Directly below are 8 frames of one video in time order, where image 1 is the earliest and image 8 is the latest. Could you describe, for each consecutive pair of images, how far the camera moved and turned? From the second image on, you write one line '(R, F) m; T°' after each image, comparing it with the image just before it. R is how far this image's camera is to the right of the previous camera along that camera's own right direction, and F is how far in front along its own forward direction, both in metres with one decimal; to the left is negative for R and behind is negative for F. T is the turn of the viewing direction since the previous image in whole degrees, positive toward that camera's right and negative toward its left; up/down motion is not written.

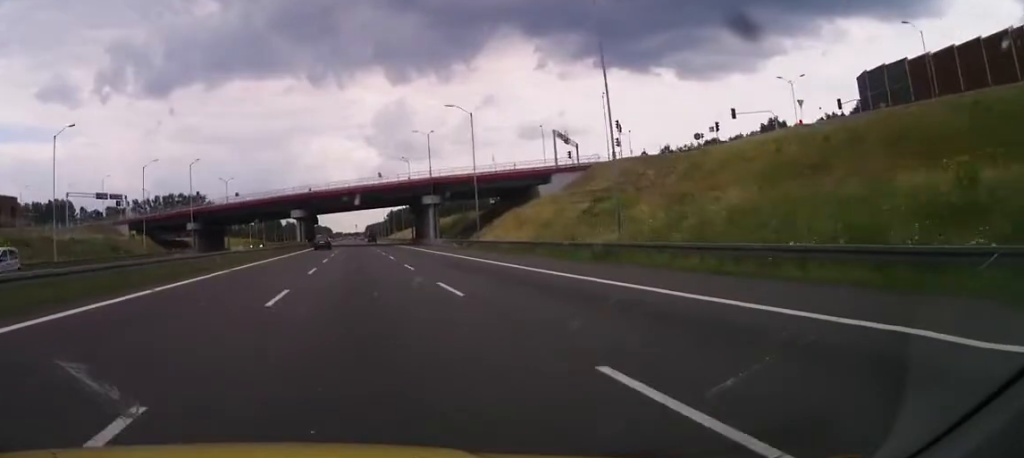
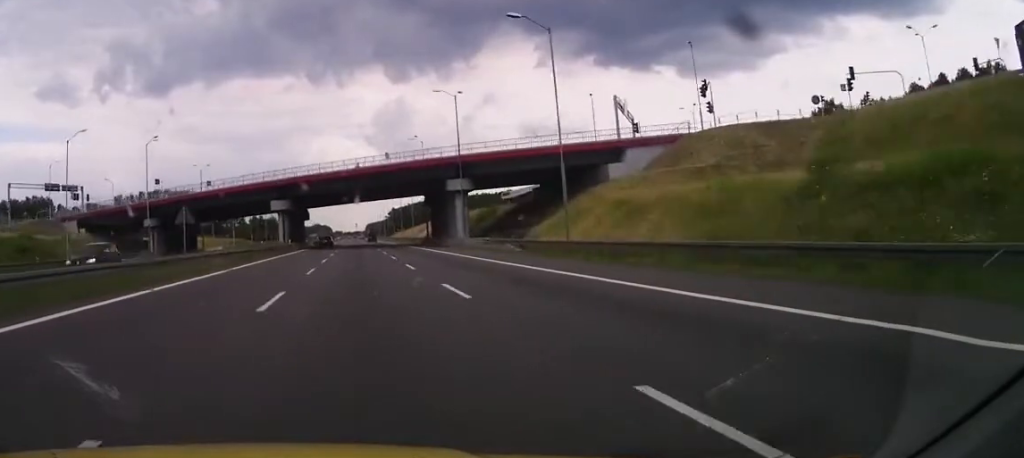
(-0.2, +25.0) m; 0°
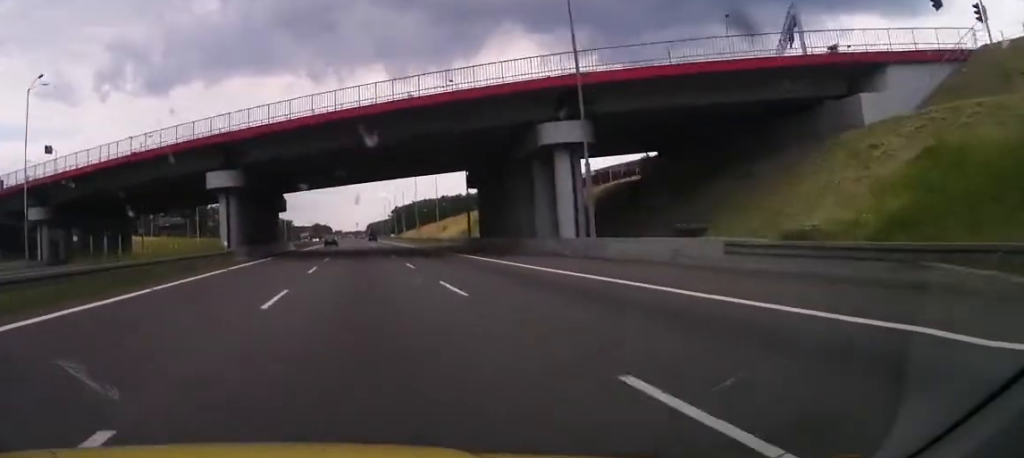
(+0.2, +35.7) m; 0°
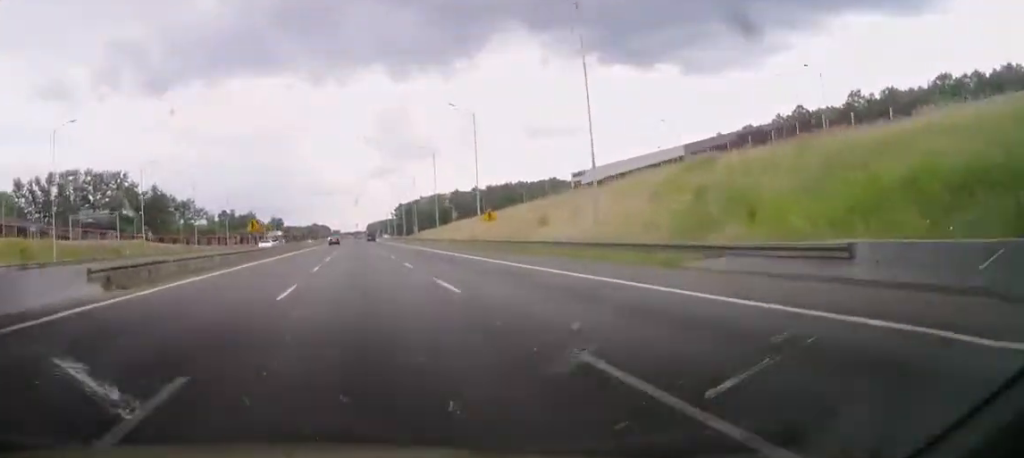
(+0.4, +58.4) m; 0°
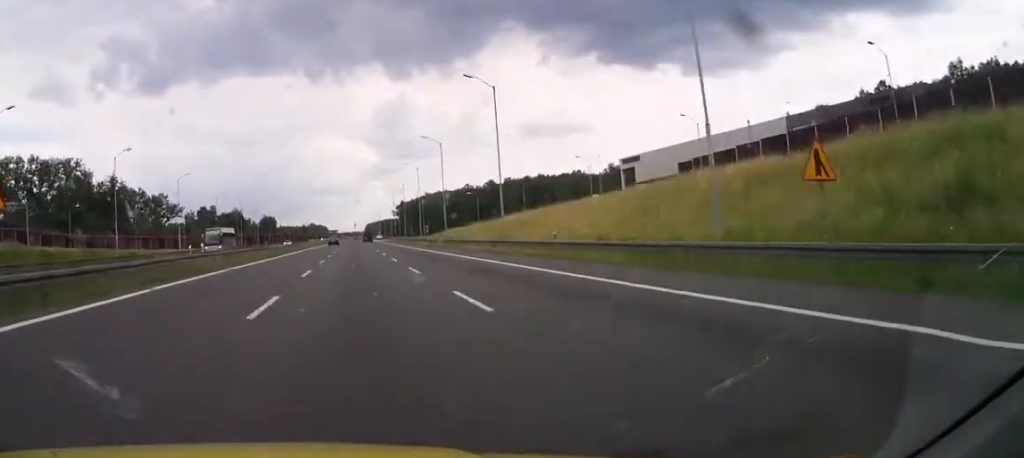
(-0.5, +39.5) m; -1°
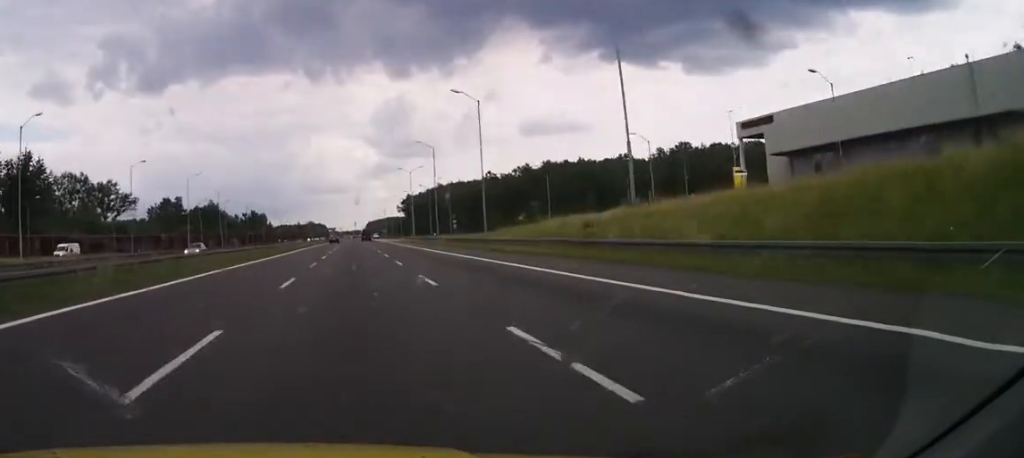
(+0.4, +53.9) m; +1°
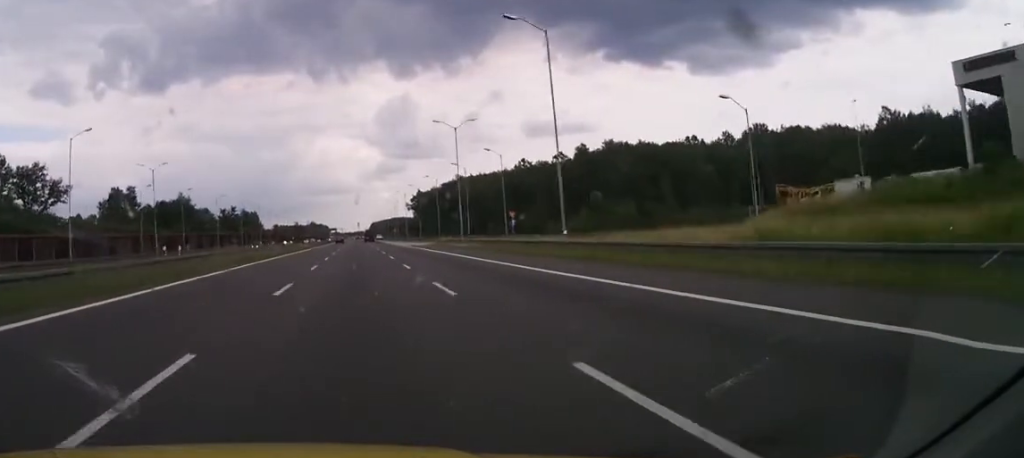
(+0.3, +50.3) m; +1°
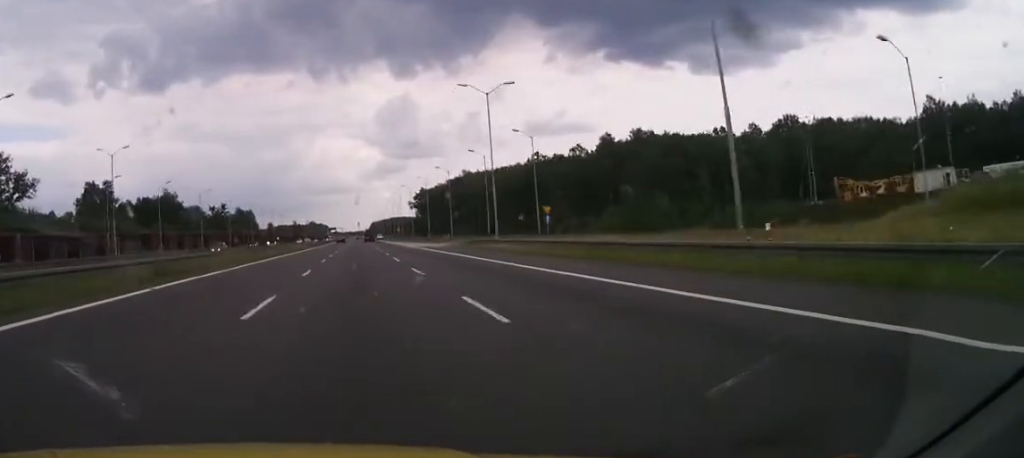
(0.0, +16.7) m; 0°
